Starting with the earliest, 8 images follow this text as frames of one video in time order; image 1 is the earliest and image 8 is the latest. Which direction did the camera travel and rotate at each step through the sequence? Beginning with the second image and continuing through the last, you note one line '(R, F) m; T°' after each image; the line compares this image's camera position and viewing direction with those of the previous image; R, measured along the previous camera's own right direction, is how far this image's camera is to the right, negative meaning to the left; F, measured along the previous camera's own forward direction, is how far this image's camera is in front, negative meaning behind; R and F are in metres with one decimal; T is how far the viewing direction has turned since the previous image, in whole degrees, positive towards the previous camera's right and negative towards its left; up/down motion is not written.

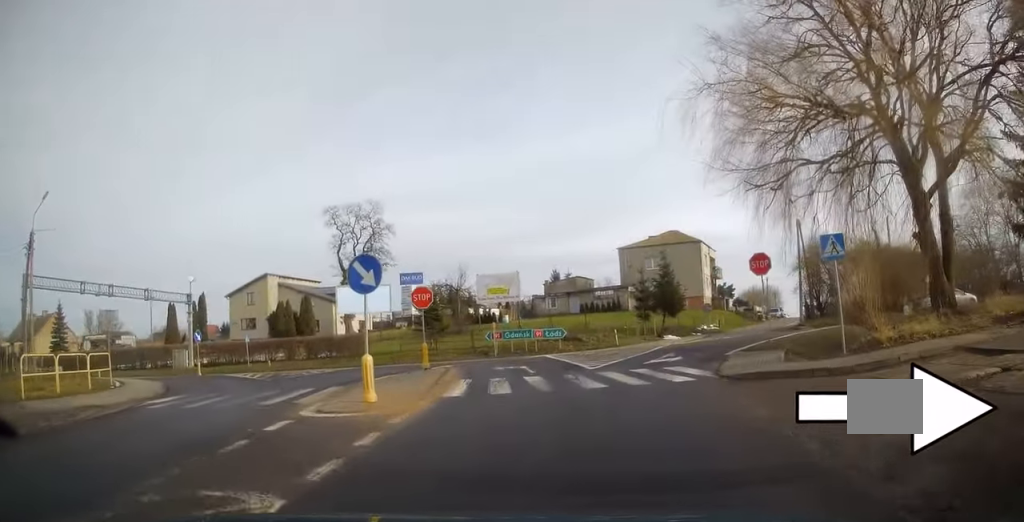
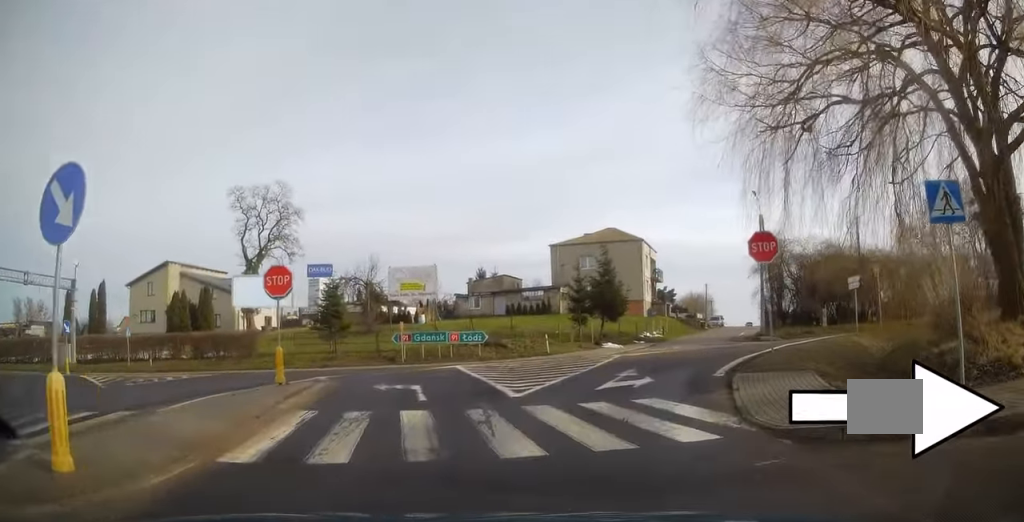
(+0.4, +7.4) m; +9°
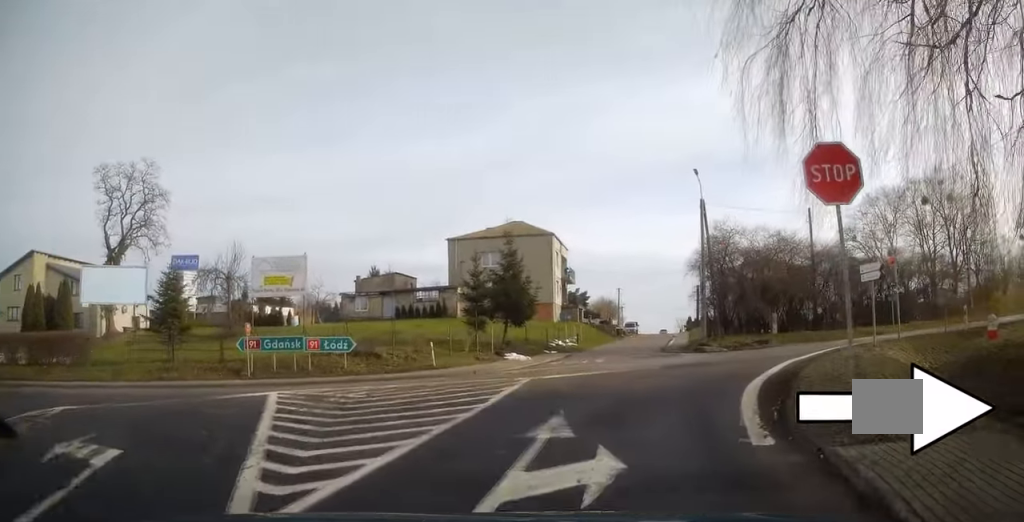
(+1.3, +8.4) m; +15°
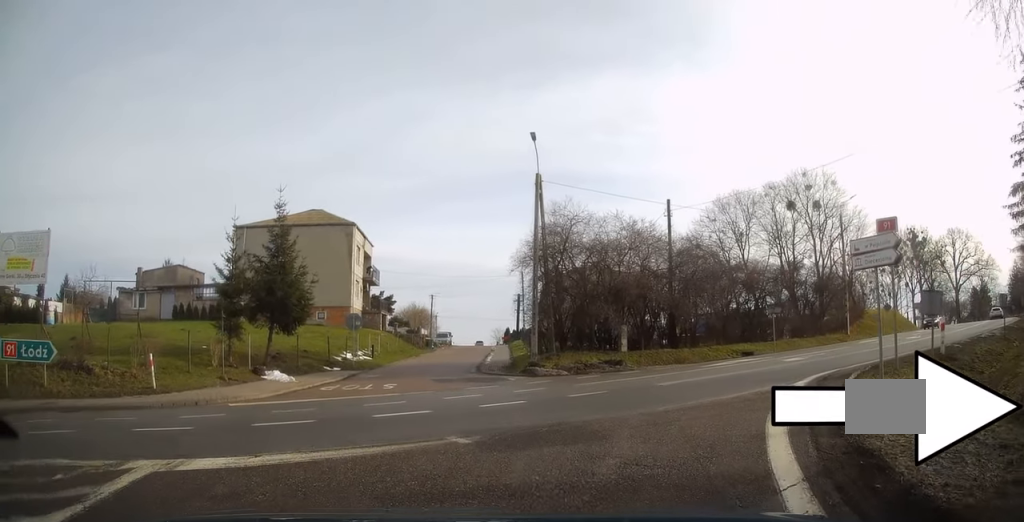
(+0.9, +9.2) m; +12°
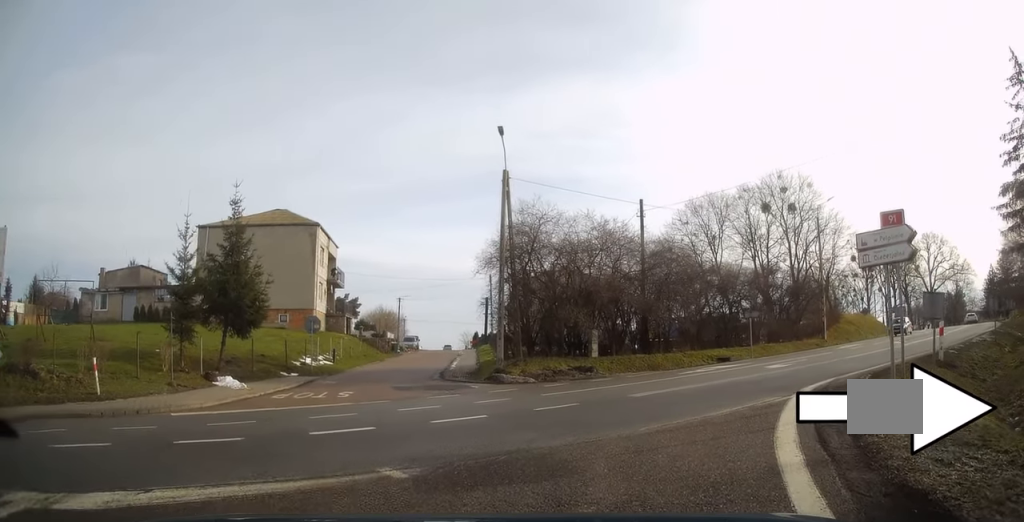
(0.0, +1.6) m; +6°
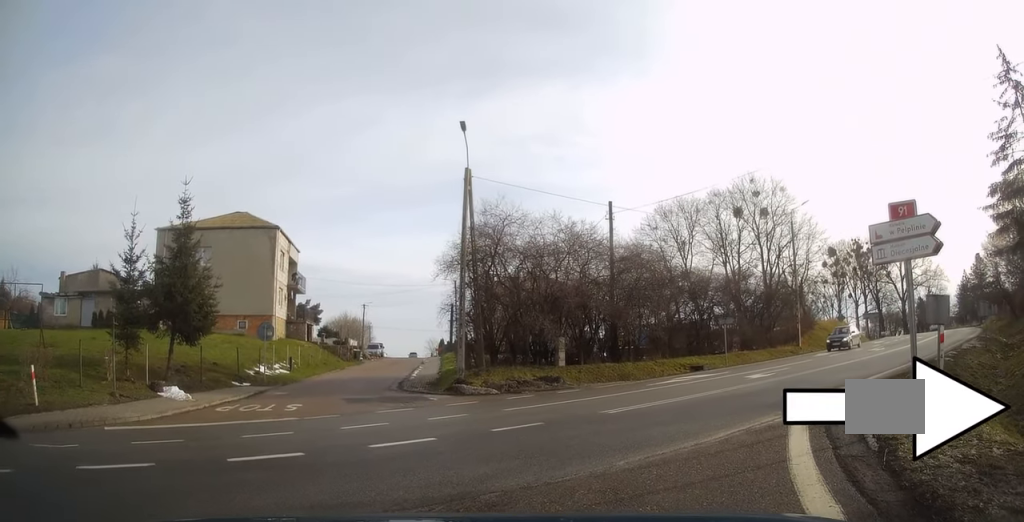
(+0.2, +2.0) m; +5°
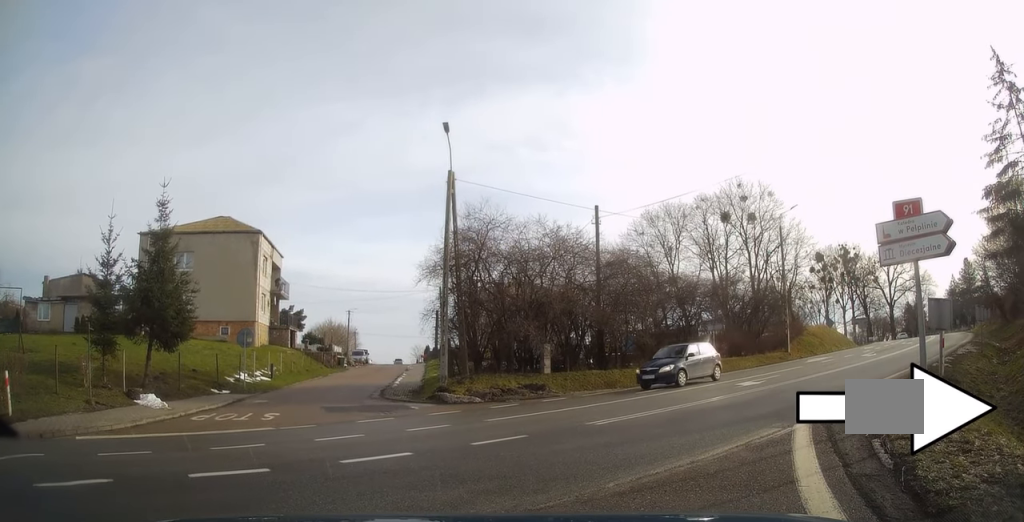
(+0.6, +0.7) m; 0°
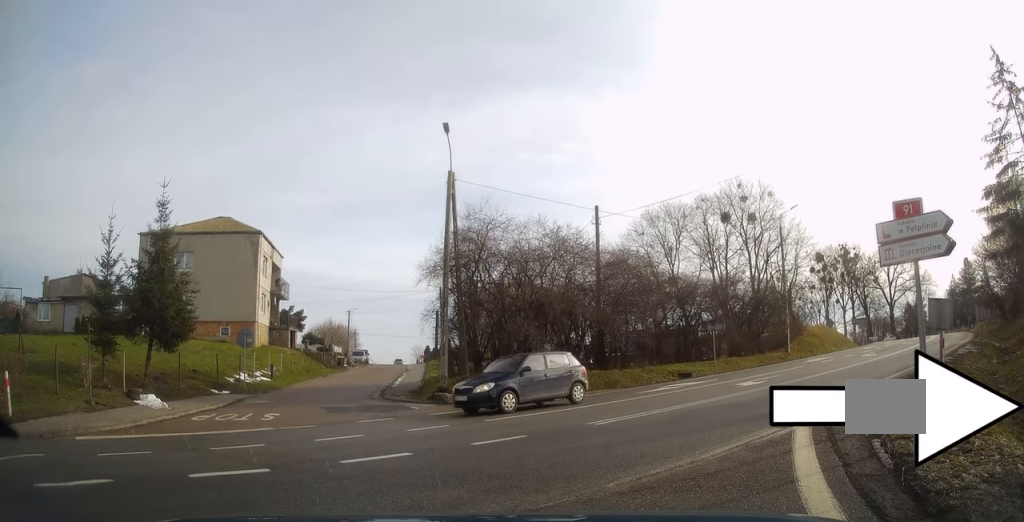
(+0.1, -0.2) m; 0°
